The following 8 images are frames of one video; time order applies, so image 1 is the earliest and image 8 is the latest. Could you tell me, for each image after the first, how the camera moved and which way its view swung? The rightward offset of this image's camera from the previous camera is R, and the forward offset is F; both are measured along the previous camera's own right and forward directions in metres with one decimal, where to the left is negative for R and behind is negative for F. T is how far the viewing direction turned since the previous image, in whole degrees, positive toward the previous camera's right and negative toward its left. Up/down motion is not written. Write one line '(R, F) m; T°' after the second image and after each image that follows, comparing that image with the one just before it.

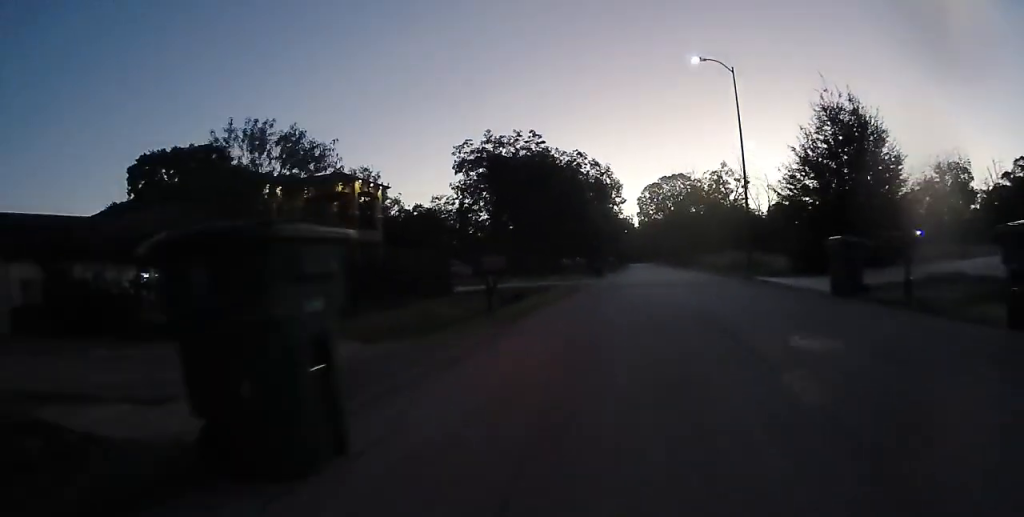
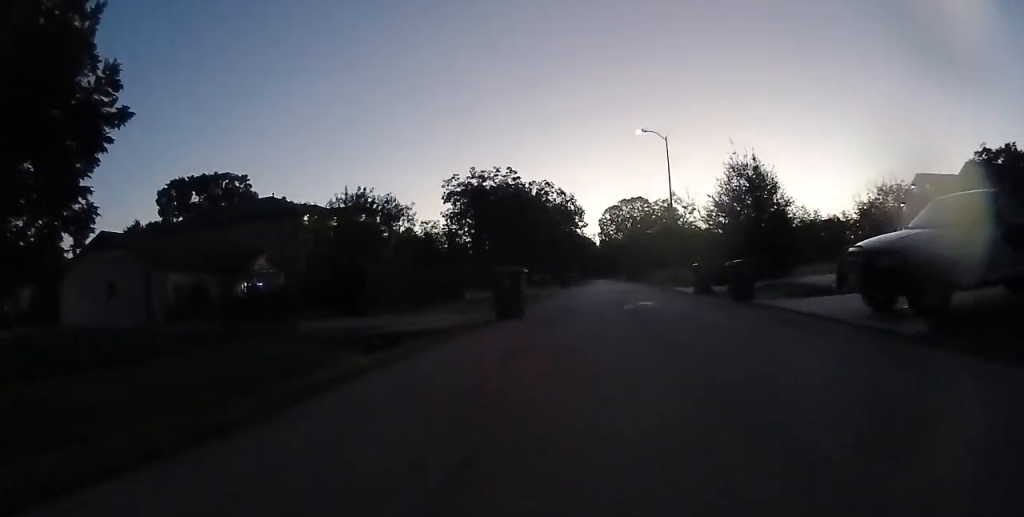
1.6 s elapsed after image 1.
(-0.1, +9.2) m; -3°
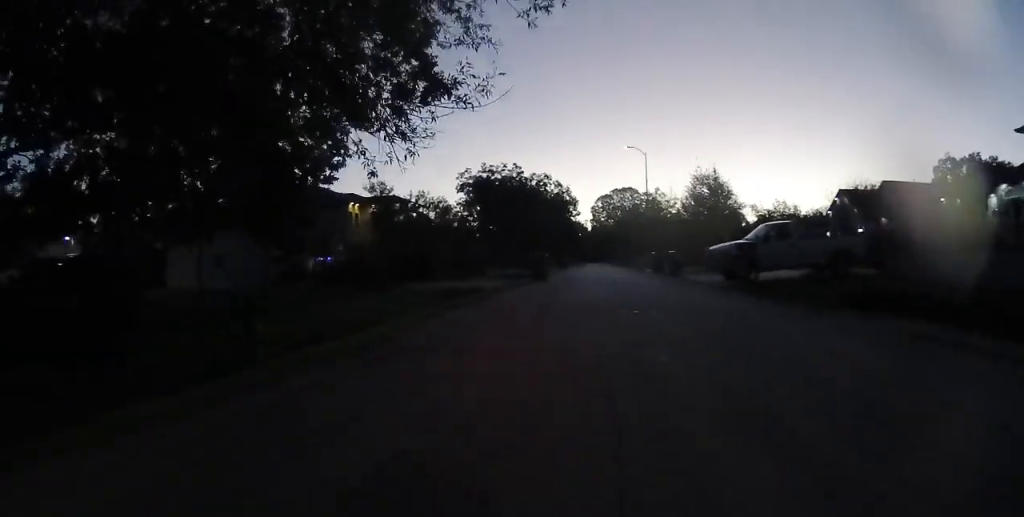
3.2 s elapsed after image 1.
(-0.3, +8.5) m; -2°
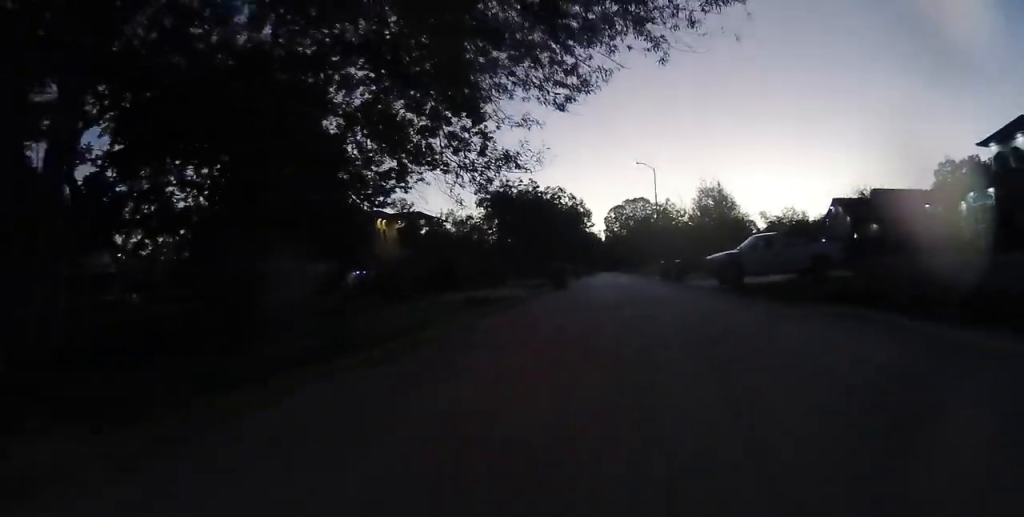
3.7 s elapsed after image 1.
(0.0, +2.9) m; +1°
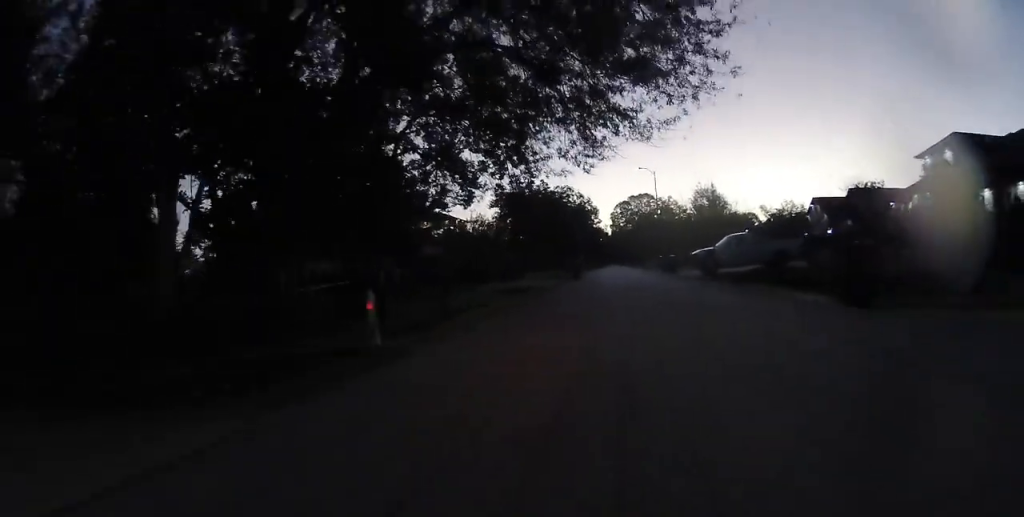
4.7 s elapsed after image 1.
(+0.1, +5.5) m; +2°
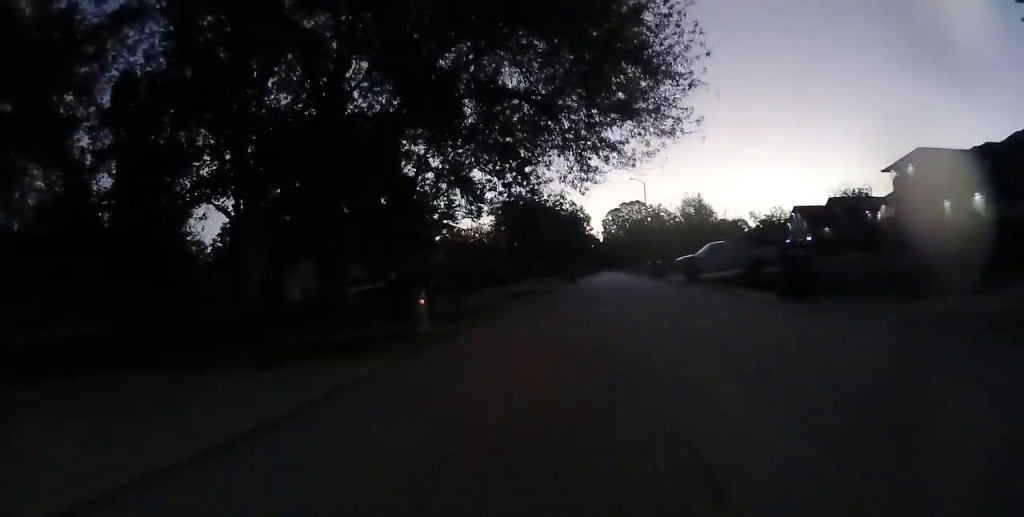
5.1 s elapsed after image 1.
(0.0, +2.8) m; +1°
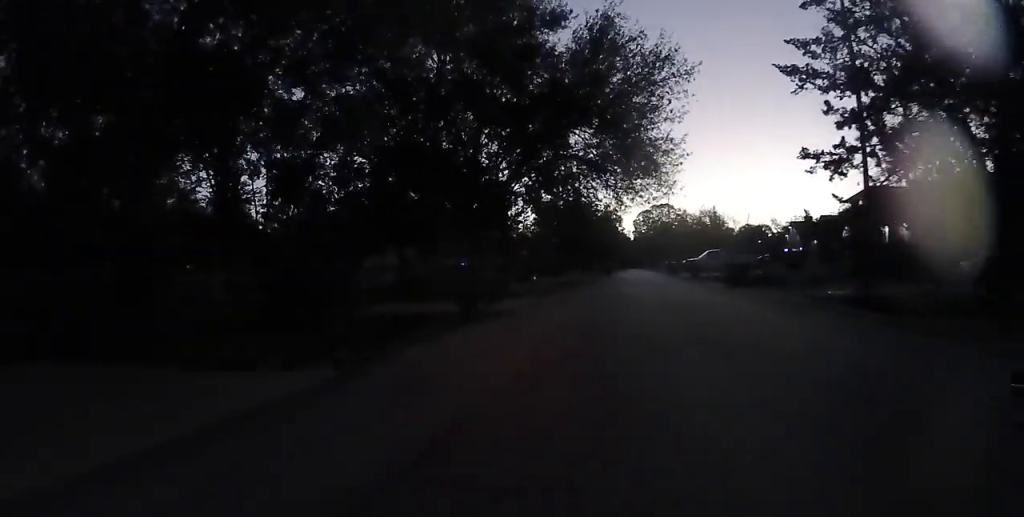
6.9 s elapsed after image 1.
(0.0, +11.1) m; 0°
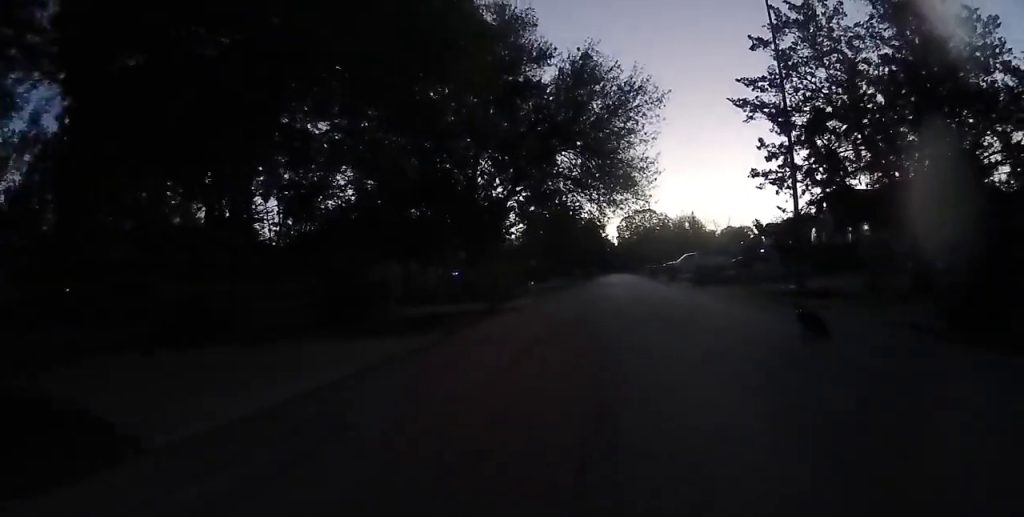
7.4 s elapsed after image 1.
(0.0, +3.7) m; 0°
